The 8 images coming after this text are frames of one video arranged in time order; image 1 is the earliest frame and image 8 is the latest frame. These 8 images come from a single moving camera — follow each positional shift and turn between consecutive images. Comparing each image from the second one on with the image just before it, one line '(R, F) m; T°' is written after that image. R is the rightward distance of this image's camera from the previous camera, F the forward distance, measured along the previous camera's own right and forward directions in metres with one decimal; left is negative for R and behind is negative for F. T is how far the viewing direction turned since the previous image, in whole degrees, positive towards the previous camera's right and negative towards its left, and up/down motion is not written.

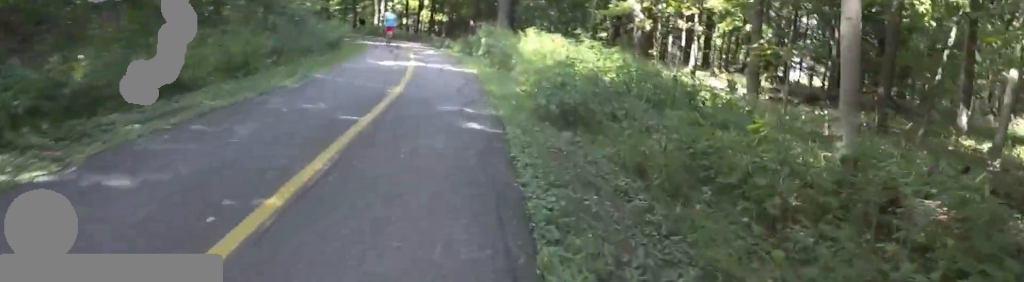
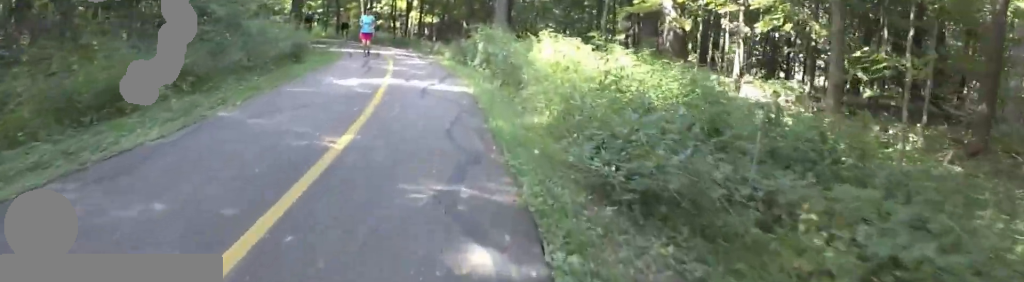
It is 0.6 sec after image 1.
(-0.3, +3.7) m; -2°
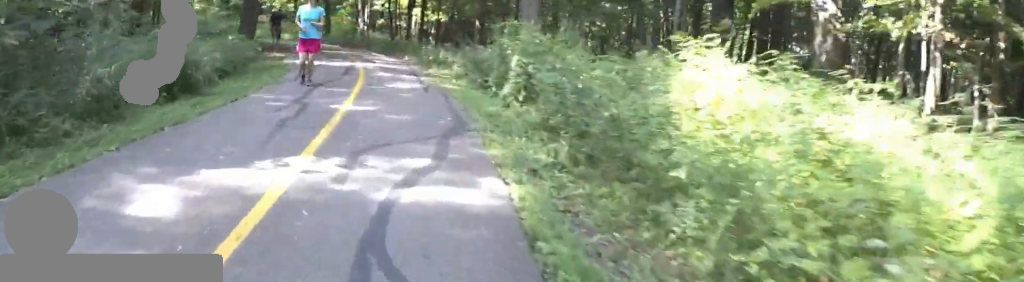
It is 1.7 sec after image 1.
(-0.1, +6.7) m; +1°
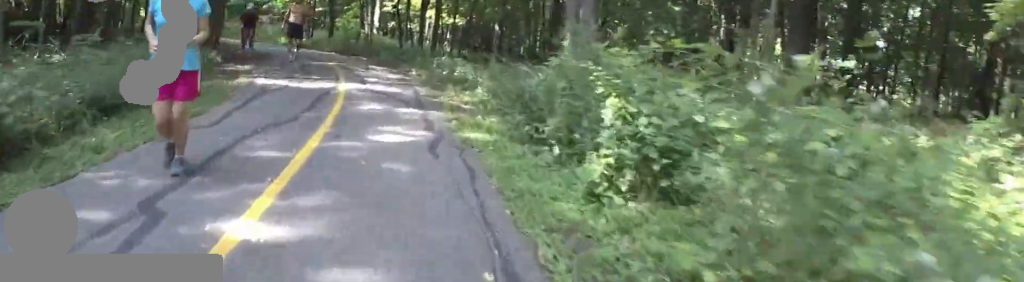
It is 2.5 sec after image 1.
(+0.3, +4.2) m; -3°
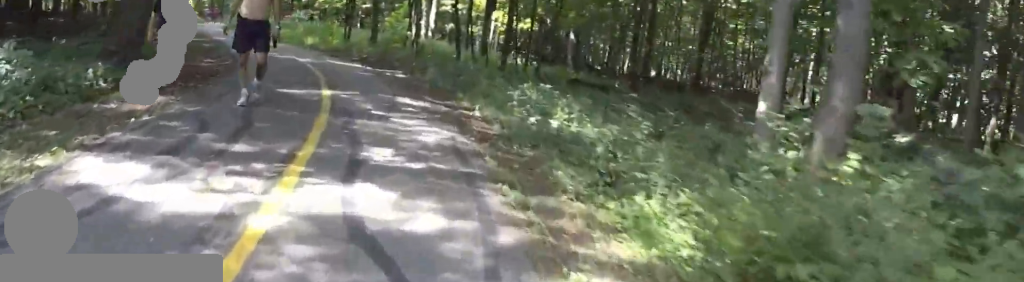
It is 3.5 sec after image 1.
(-1.1, +6.0) m; -19°
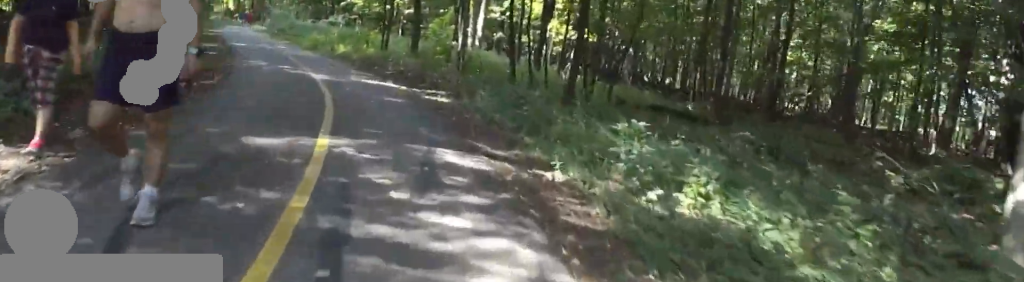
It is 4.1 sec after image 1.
(-0.1, +2.7) m; -10°
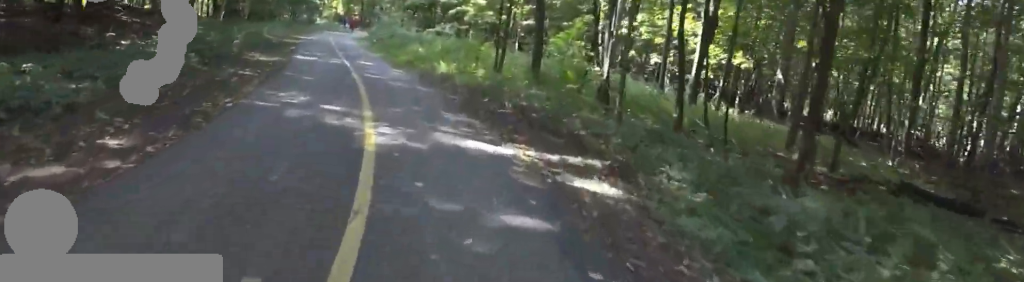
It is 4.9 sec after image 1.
(-0.7, +4.2) m; -4°
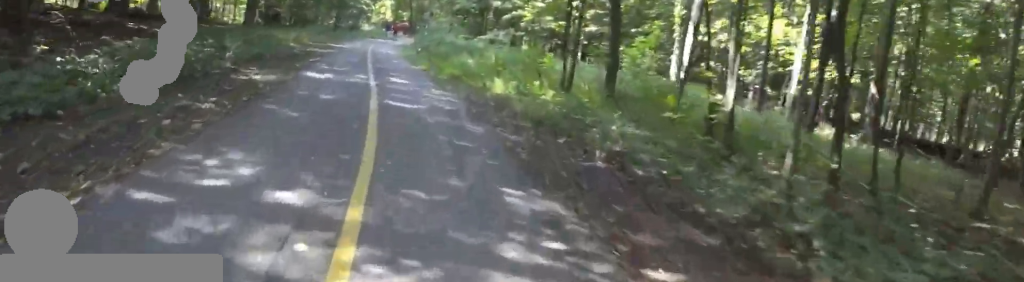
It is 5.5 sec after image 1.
(-0.1, +3.1) m; +2°
